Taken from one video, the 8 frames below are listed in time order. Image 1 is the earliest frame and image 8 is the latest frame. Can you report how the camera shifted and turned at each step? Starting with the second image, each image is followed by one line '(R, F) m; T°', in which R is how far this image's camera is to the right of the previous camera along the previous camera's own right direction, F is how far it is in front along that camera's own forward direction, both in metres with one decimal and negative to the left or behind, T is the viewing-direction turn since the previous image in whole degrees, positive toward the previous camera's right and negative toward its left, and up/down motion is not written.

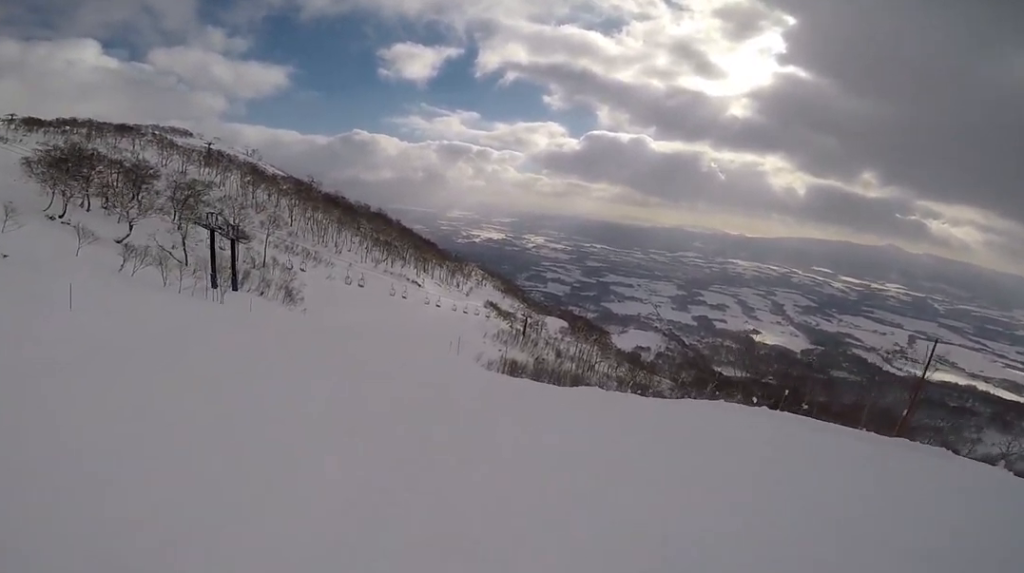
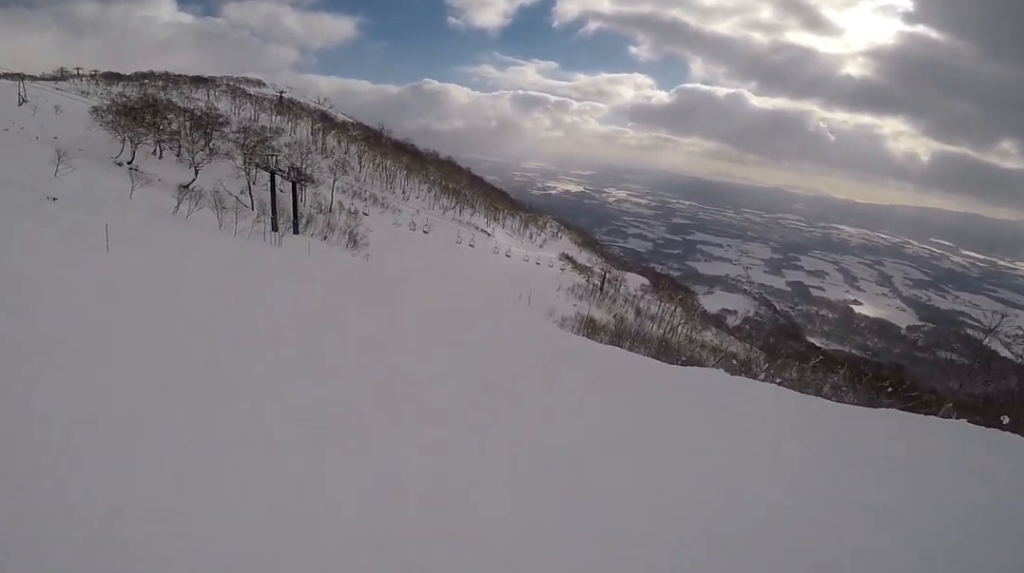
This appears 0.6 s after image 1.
(-0.5, +3.4) m; -17°
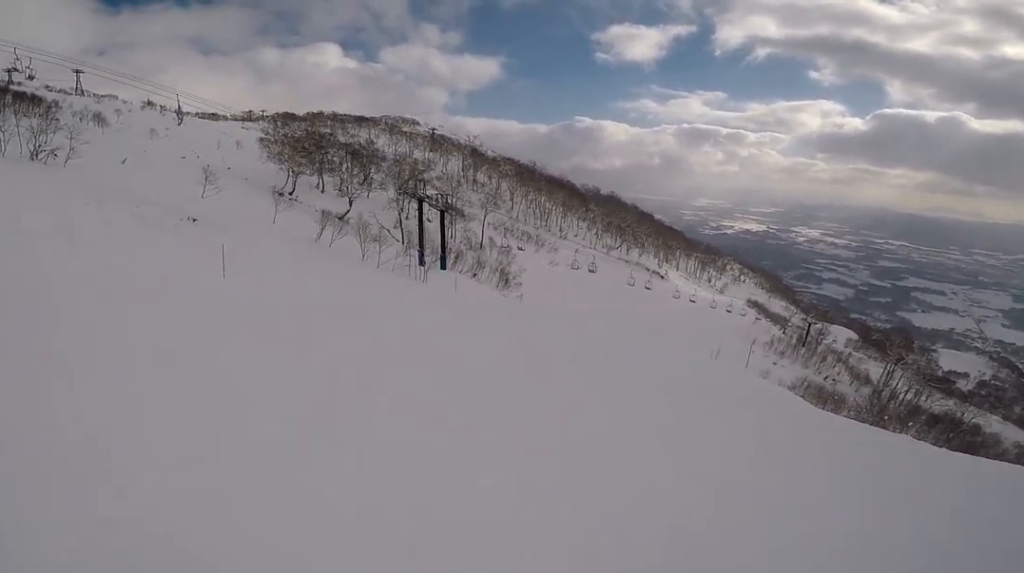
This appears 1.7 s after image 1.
(-2.2, +6.0) m; -31°
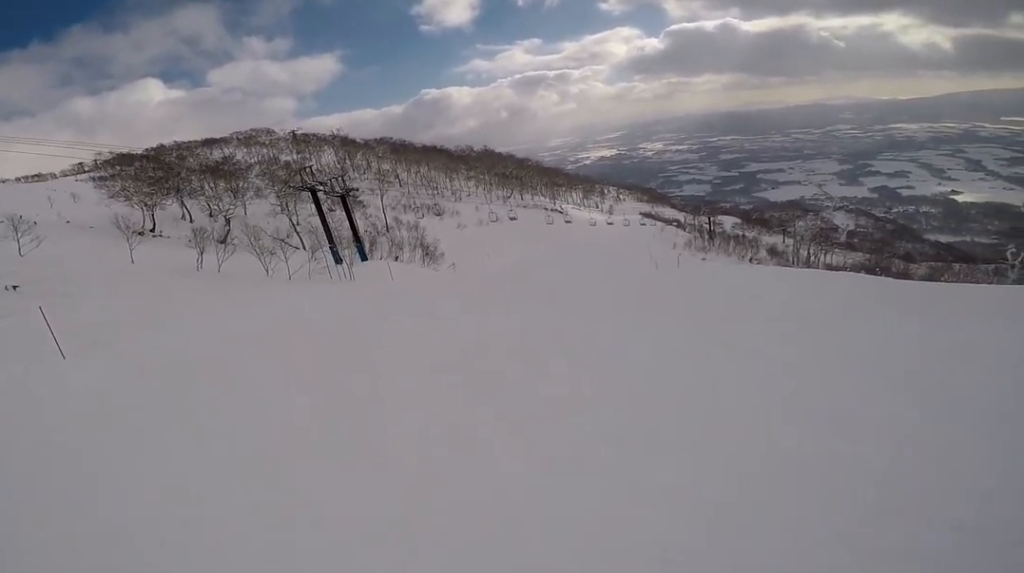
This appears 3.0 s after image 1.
(-1.2, +7.4) m; -9°
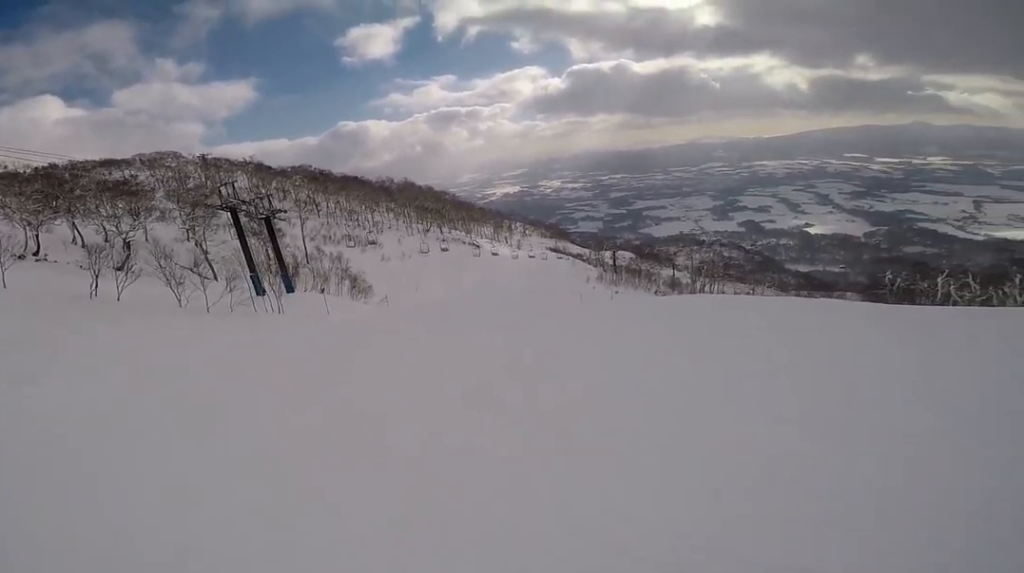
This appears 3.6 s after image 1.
(0.0, +4.0) m; +11°
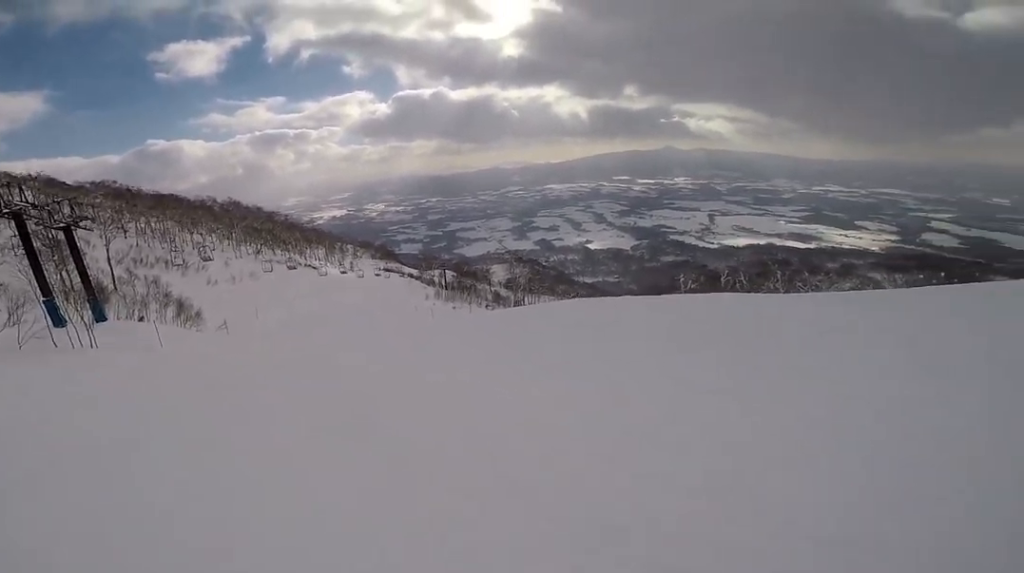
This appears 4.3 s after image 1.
(-0.1, +4.3) m; +21°
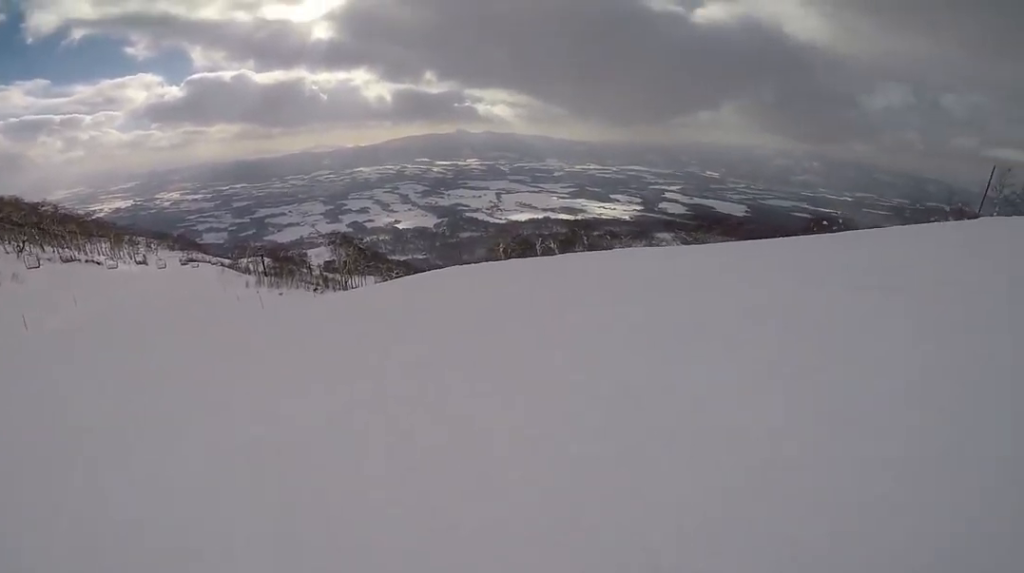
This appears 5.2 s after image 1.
(+2.1, +5.2) m; +28°
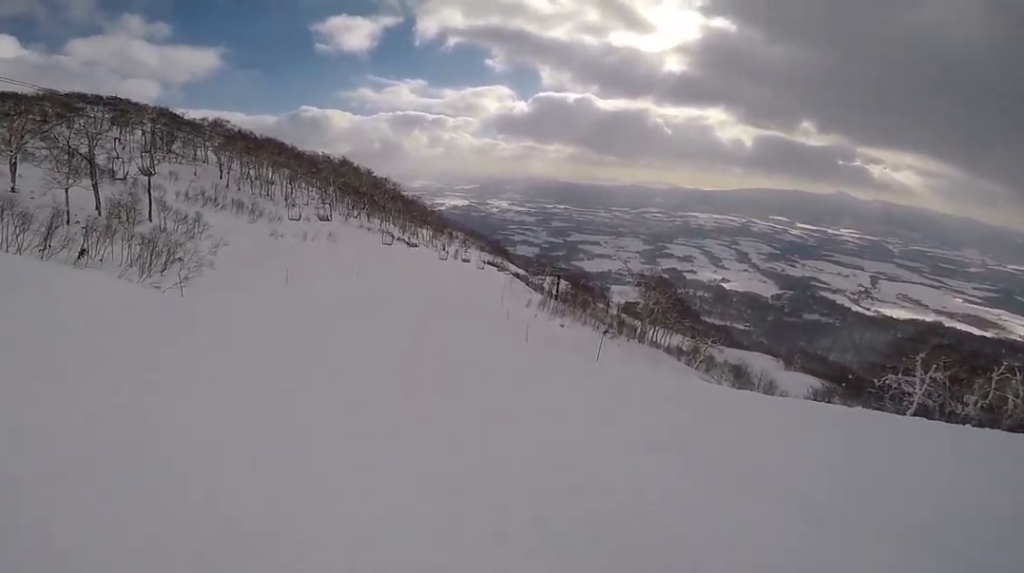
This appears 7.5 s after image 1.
(+0.1, +14.4) m; -14°
